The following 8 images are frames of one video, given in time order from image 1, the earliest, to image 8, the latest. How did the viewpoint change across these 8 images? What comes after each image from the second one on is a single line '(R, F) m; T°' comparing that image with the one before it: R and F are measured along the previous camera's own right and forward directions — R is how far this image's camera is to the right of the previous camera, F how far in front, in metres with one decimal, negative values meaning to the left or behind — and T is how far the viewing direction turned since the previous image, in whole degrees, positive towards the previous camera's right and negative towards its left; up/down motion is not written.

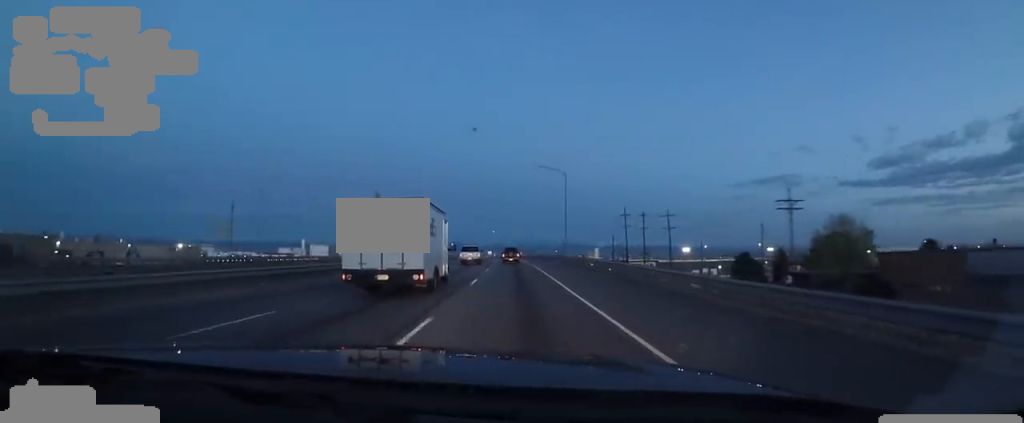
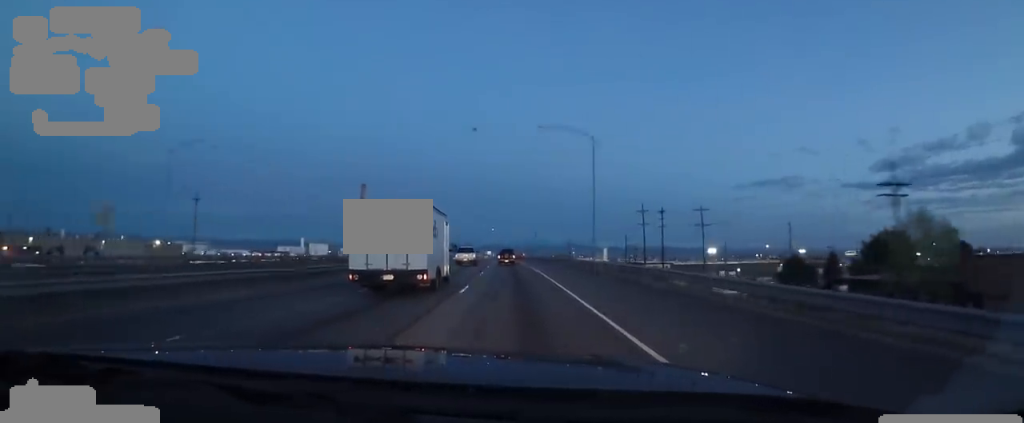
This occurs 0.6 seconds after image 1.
(-0.3, +16.3) m; +1°
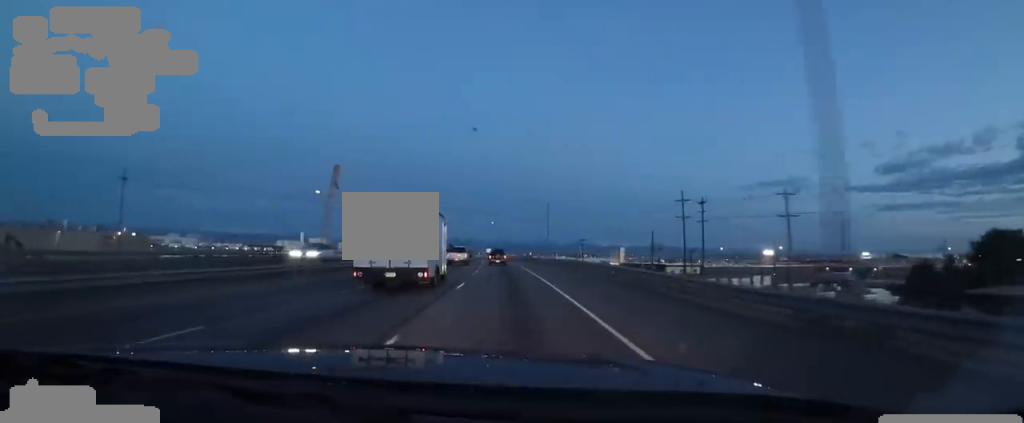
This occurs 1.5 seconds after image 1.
(+0.6, +24.2) m; 0°
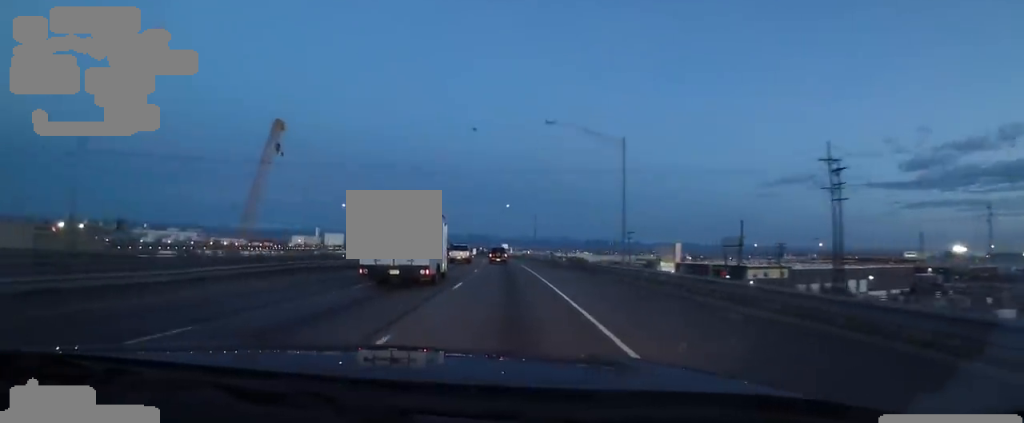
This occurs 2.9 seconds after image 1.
(-0.9, +37.8) m; -1°
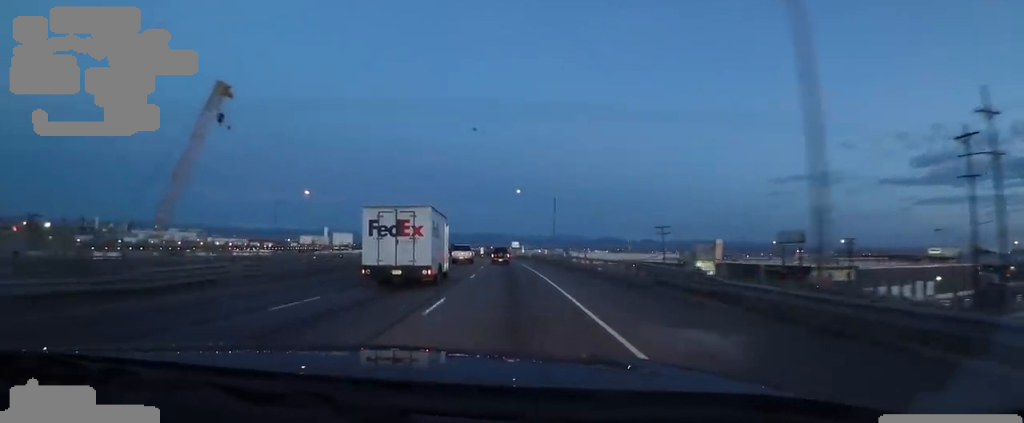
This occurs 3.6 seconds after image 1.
(+0.6, +18.4) m; -1°
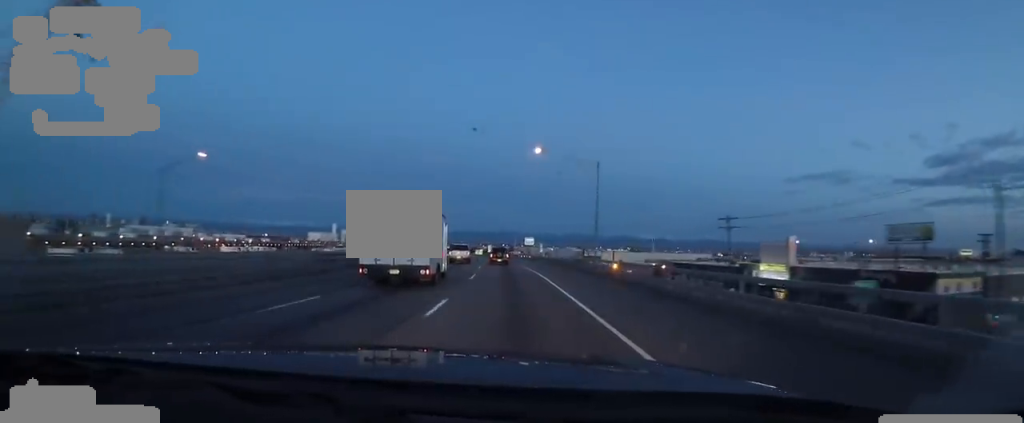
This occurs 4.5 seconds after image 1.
(-0.8, +24.2) m; -3°
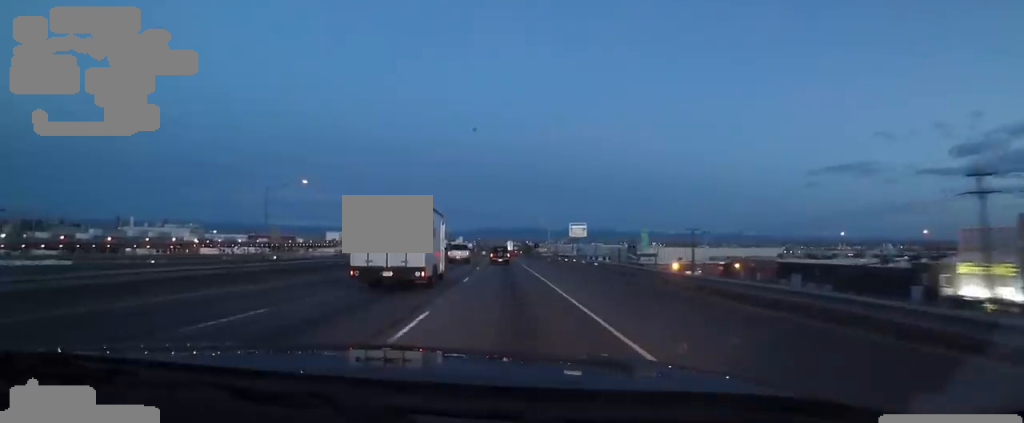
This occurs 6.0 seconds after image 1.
(-1.5, +38.4) m; -5°
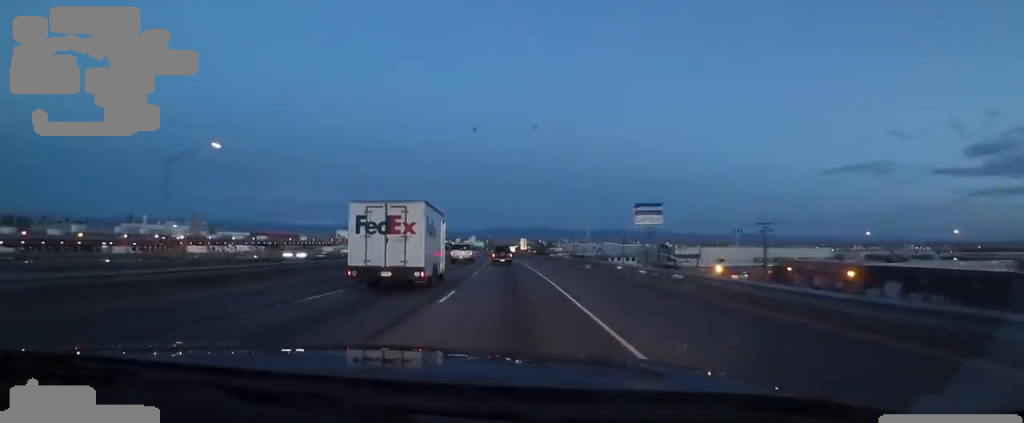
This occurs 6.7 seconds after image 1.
(-1.1, +19.7) m; 0°
